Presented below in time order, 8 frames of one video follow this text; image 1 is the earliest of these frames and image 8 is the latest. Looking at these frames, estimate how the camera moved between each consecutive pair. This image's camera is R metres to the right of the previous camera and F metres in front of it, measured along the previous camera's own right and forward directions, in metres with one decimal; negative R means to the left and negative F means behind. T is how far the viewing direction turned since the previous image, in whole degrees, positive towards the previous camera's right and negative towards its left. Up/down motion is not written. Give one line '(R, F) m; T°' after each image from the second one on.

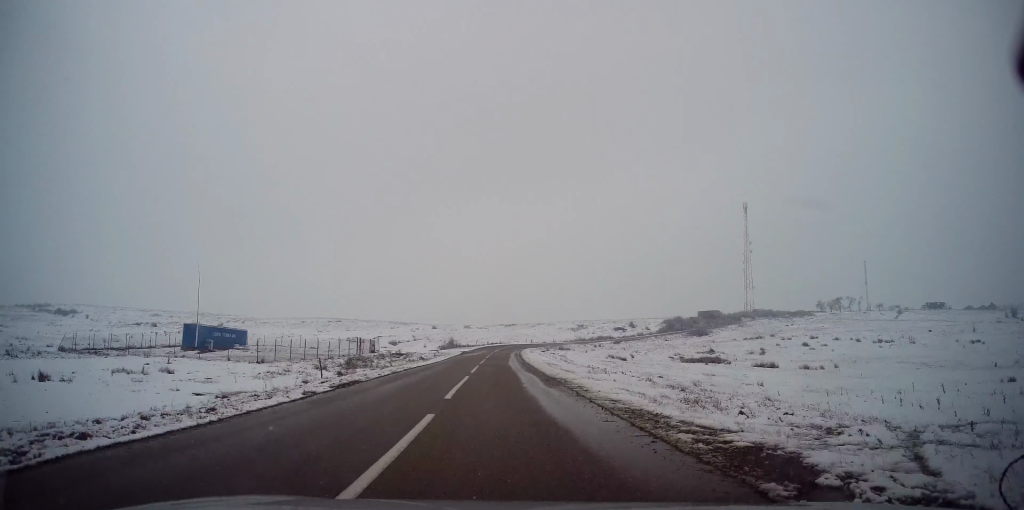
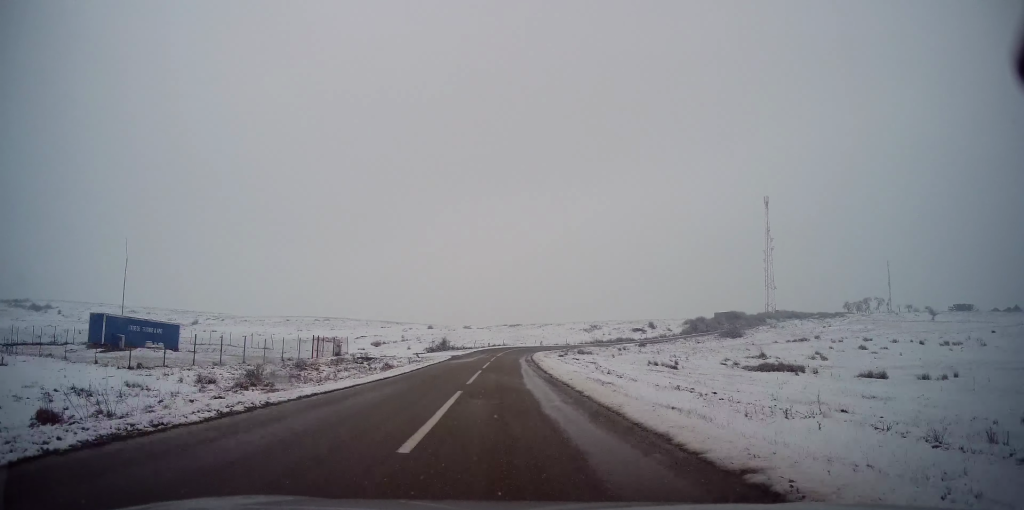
(+0.1, +18.1) m; 0°
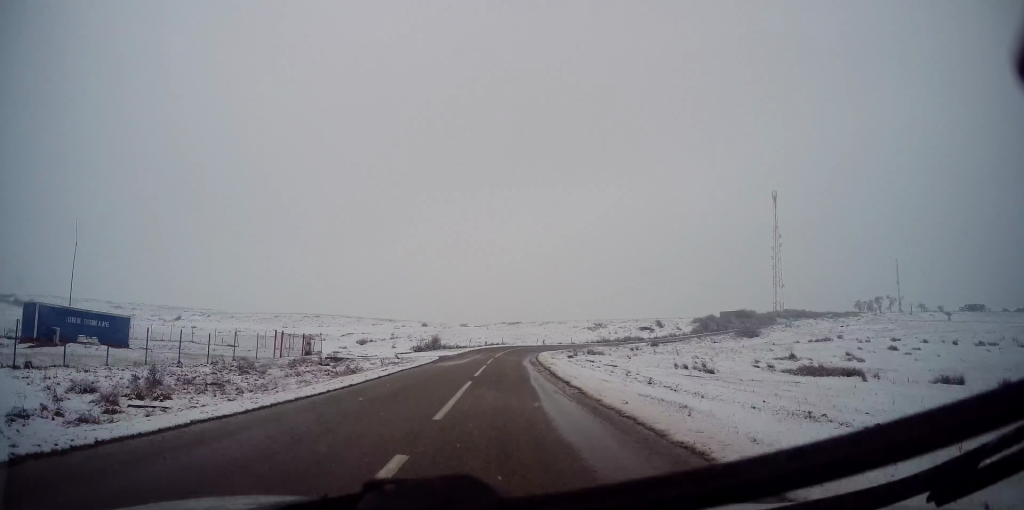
(0.0, +8.8) m; 0°
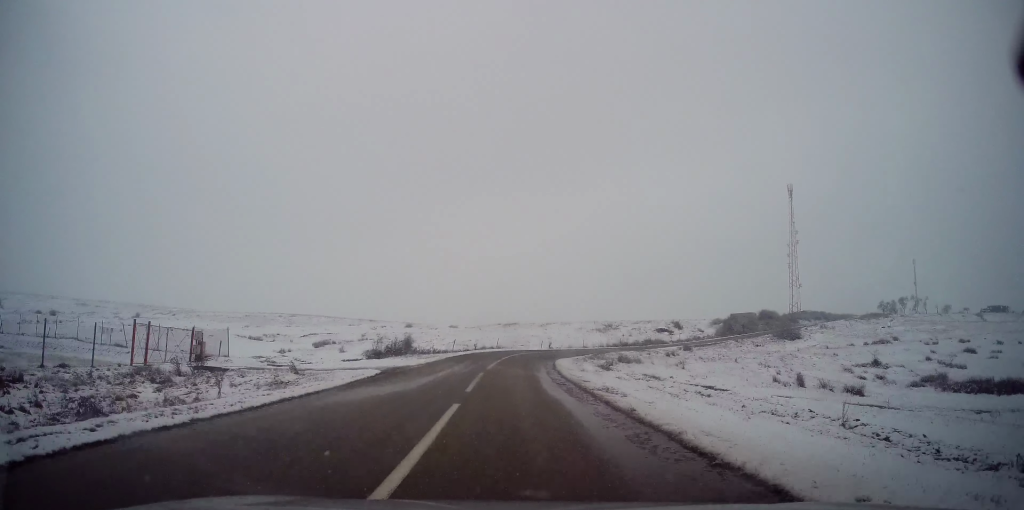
(-0.2, +18.4) m; -1°
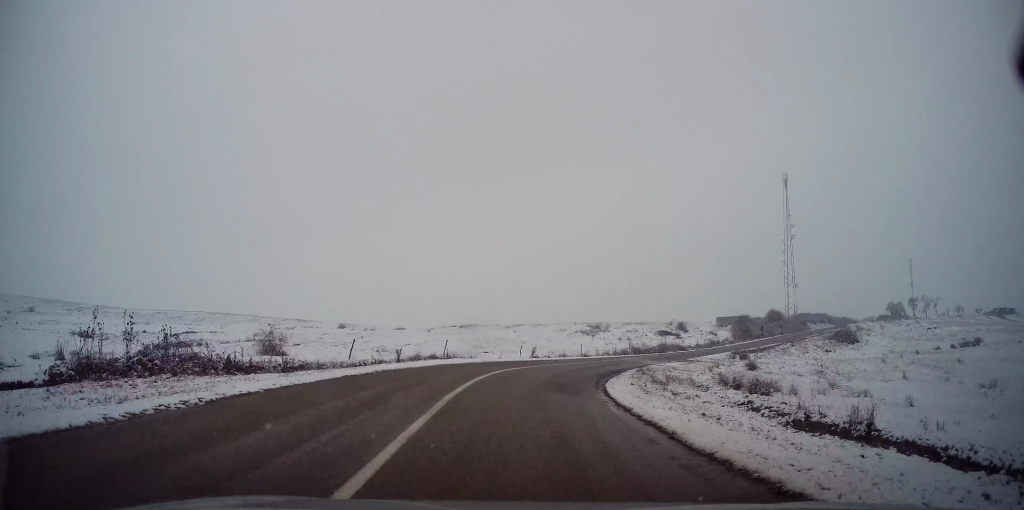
(+0.8, +26.0) m; +7°
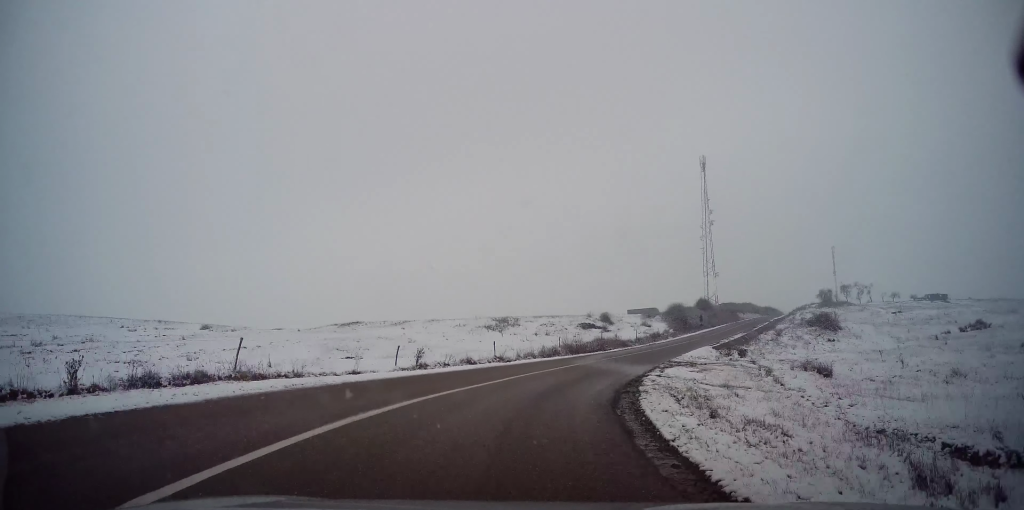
(+1.4, +16.7) m; +11°
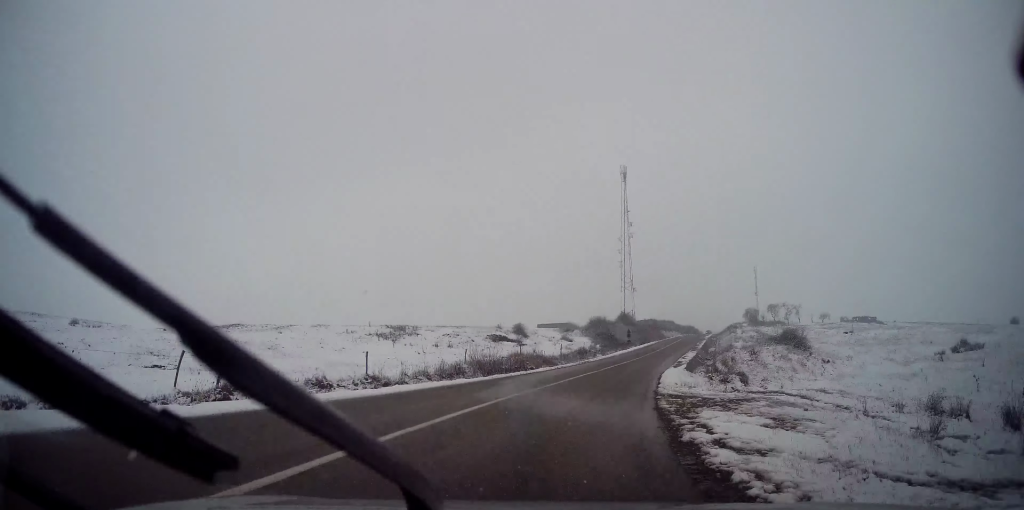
(+0.9, +11.5) m; +10°
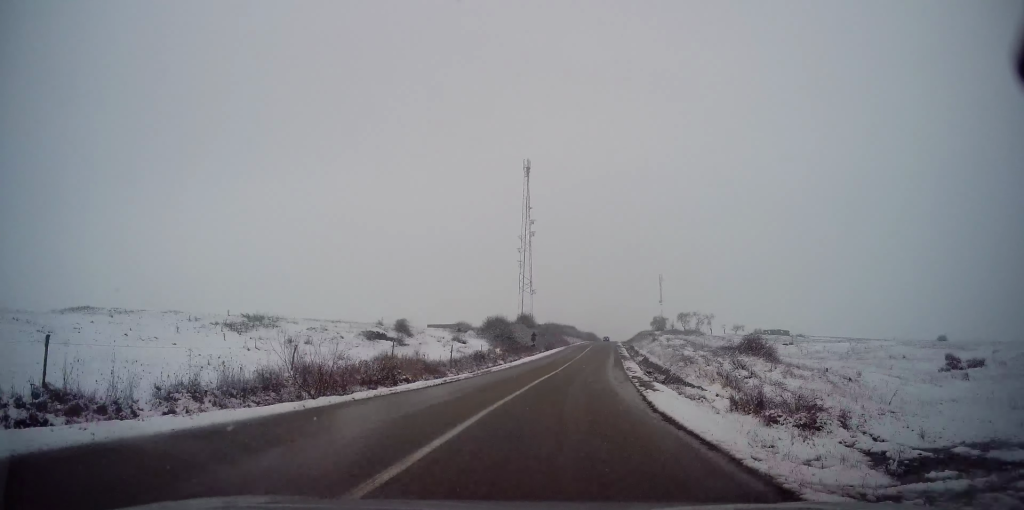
(+1.0, +12.1) m; +11°
